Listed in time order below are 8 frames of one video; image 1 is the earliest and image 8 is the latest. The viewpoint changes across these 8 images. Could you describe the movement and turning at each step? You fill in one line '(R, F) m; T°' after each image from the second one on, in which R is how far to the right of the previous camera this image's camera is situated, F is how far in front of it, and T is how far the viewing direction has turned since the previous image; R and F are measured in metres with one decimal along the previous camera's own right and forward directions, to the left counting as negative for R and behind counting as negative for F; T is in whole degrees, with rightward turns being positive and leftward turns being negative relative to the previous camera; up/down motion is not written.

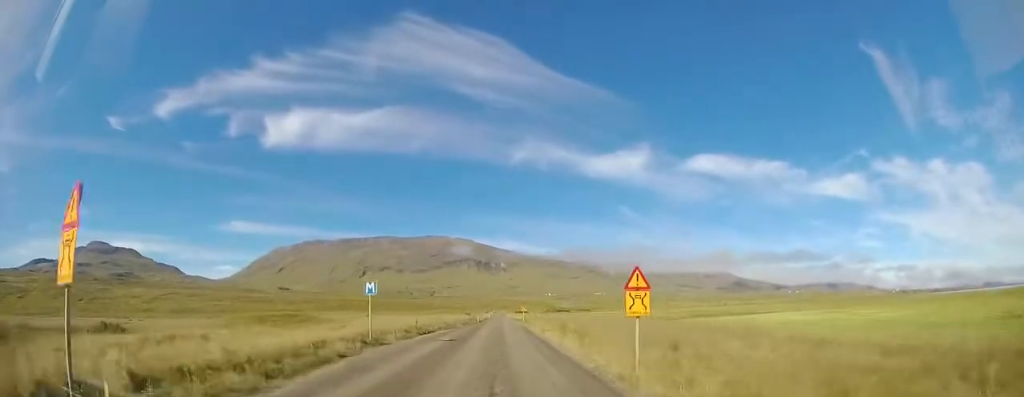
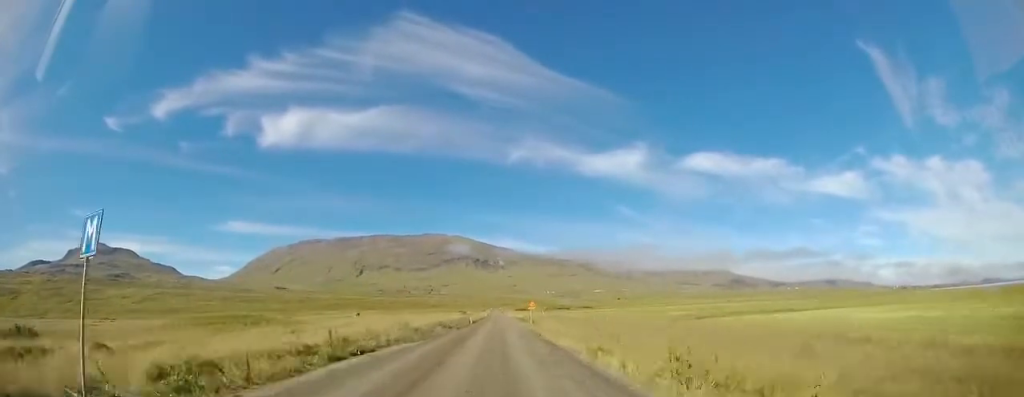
(+0.1, +12.7) m; +1°
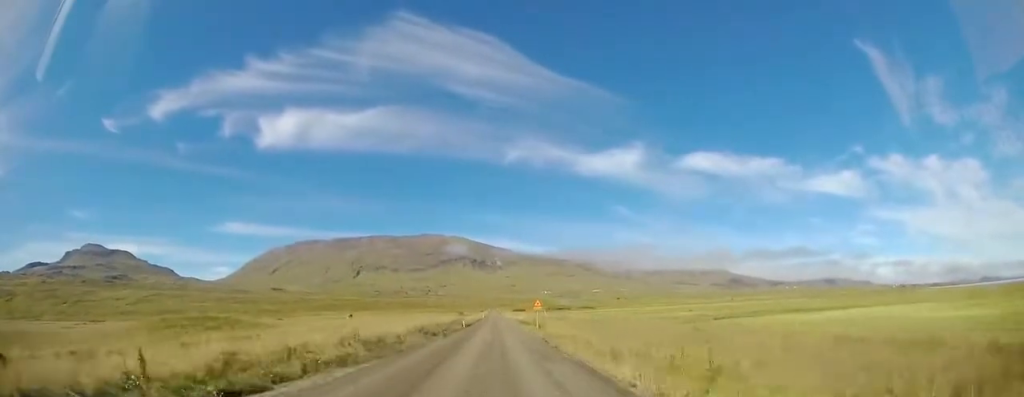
(+0.1, +6.9) m; +1°
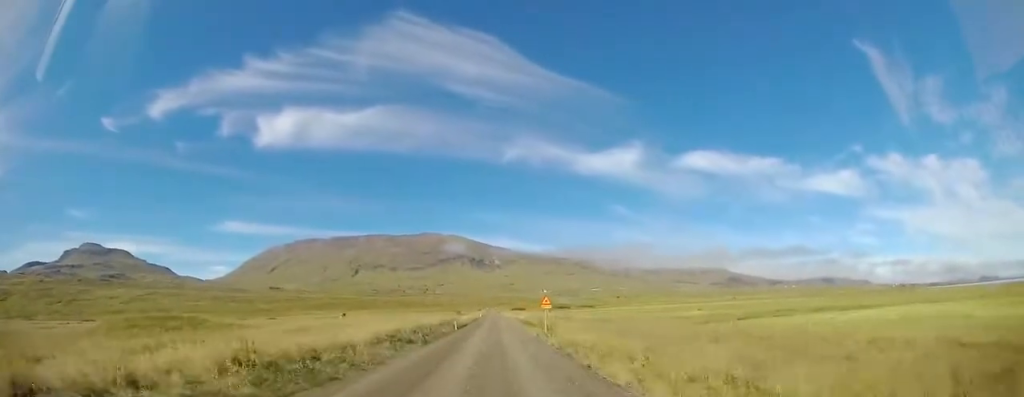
(0.0, +6.0) m; 0°
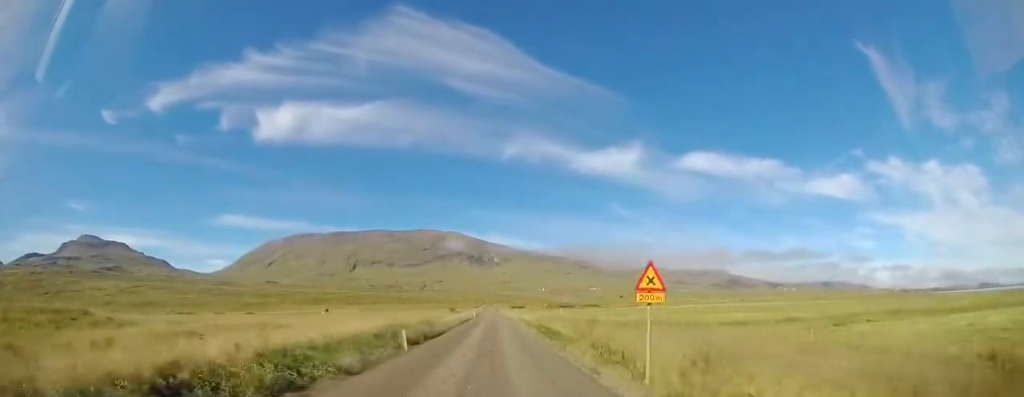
(-0.3, +16.0) m; -2°
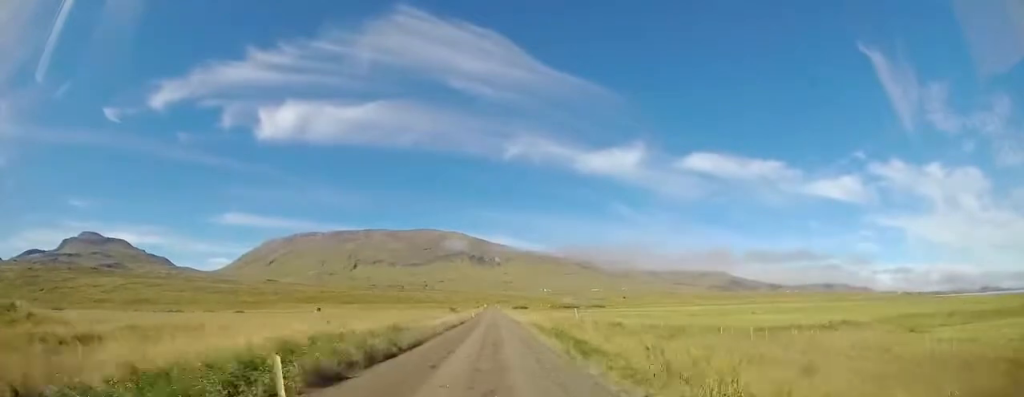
(-0.3, +8.2) m; 0°
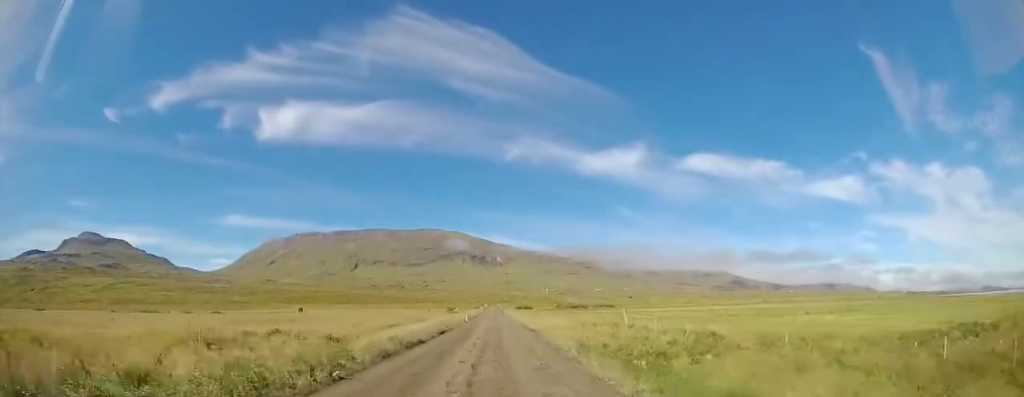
(+0.5, +15.6) m; +1°
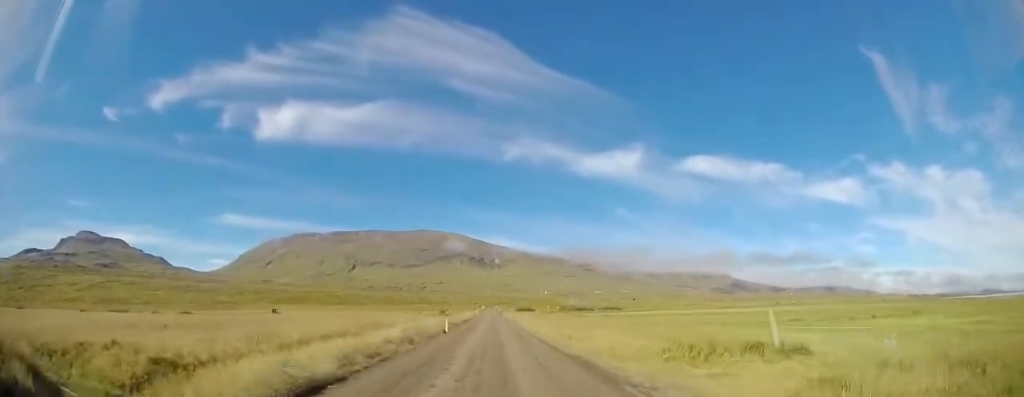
(-0.3, +15.5) m; 0°
